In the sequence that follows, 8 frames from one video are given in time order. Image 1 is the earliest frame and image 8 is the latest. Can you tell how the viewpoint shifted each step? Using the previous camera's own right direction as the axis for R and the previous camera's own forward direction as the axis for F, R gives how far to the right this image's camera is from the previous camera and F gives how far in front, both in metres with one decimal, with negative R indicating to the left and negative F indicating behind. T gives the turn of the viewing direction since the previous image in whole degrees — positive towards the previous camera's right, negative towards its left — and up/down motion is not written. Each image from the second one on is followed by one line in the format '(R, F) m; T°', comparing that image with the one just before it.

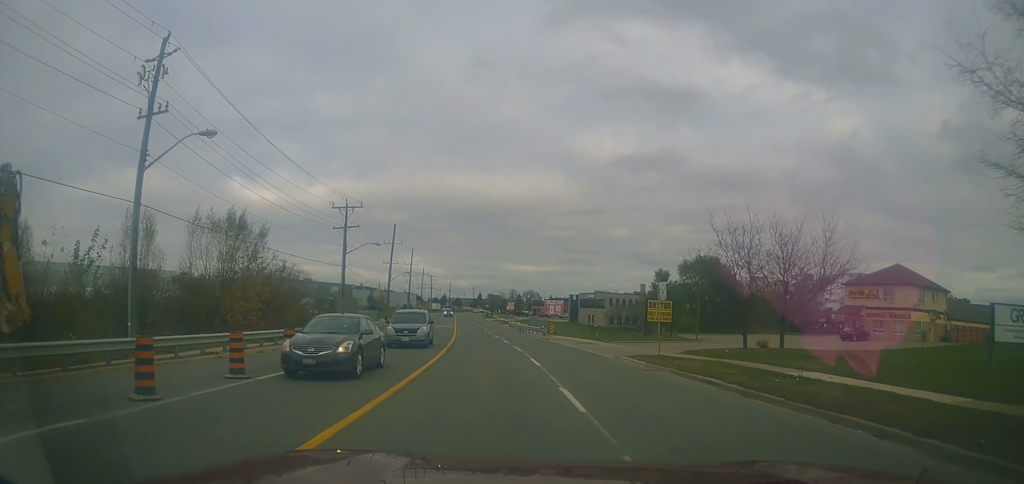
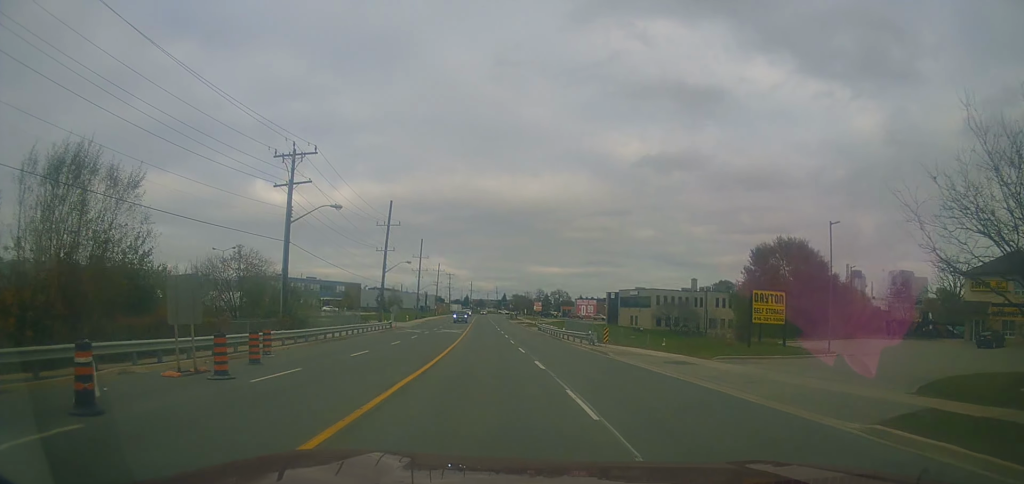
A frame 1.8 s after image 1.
(0.0, +18.1) m; -2°
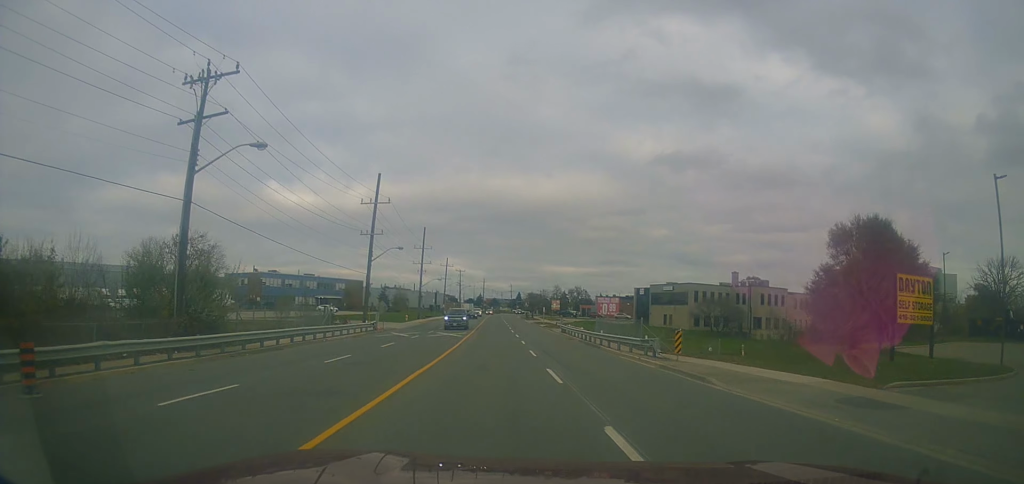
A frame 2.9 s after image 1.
(-0.5, +12.6) m; -3°
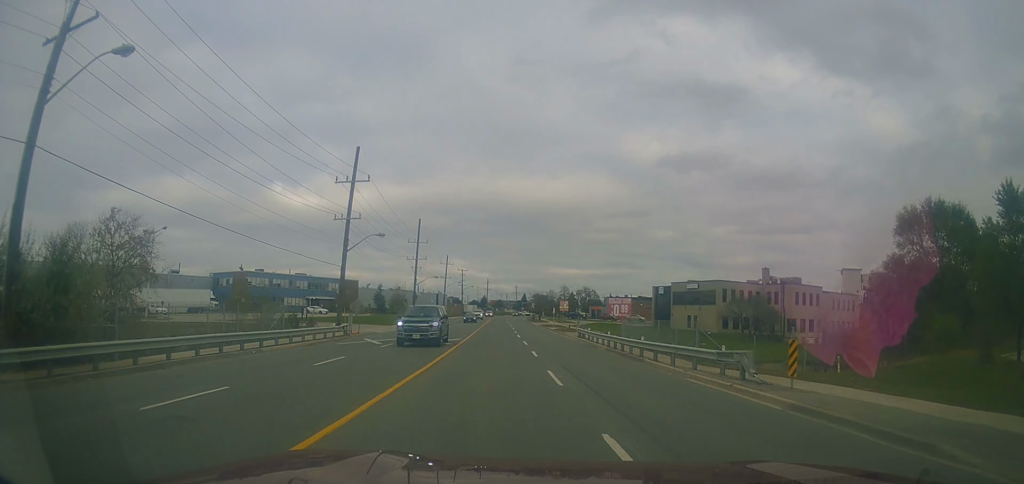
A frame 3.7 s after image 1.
(-0.1, +9.3) m; -1°
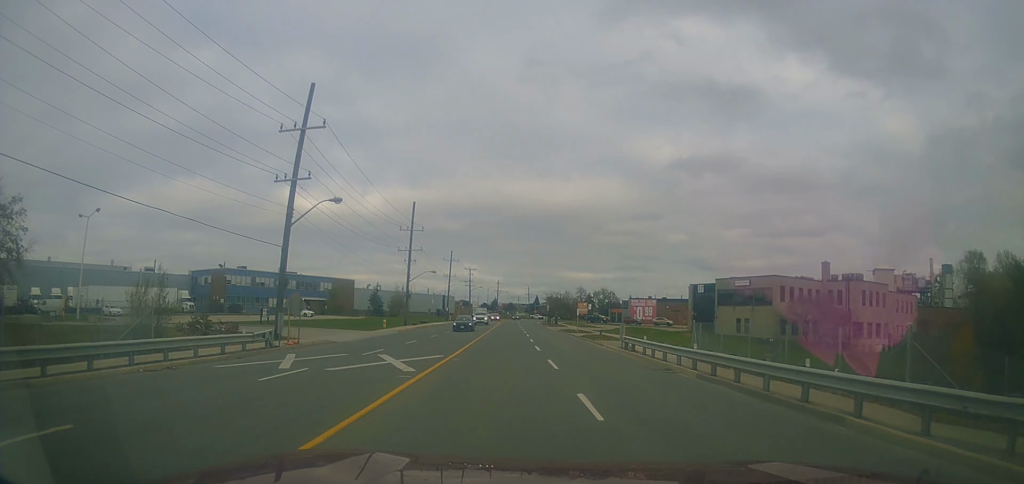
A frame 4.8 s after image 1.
(-0.1, +13.4) m; 0°
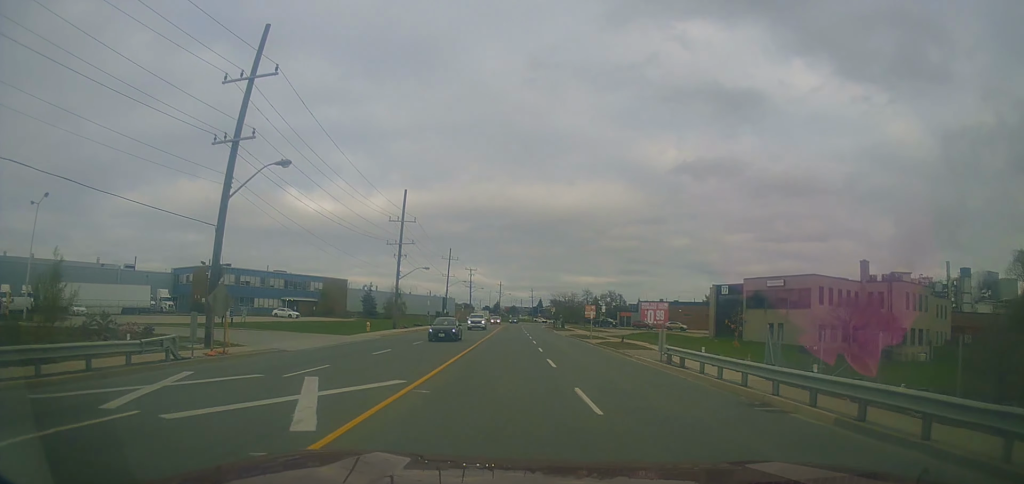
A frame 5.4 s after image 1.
(-0.1, +7.6) m; +1°
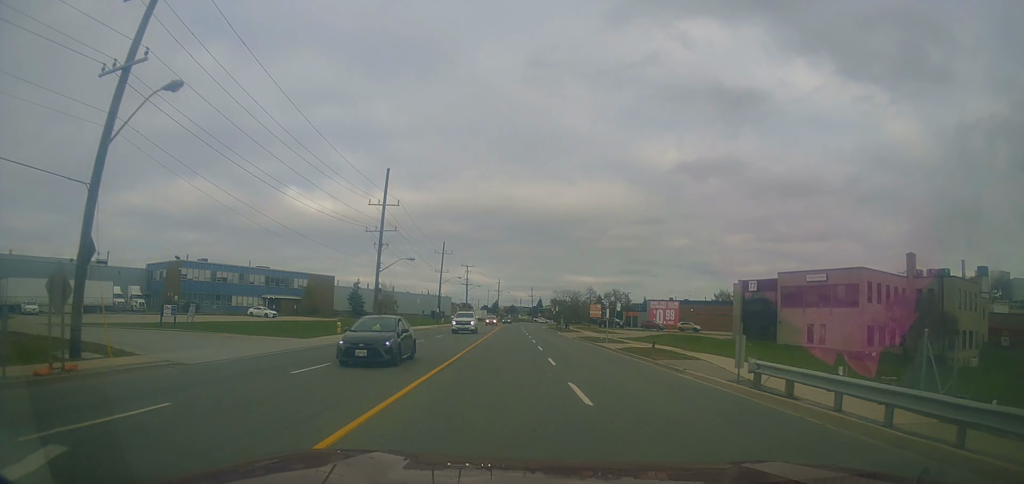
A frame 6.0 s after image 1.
(+0.2, +8.3) m; -1°
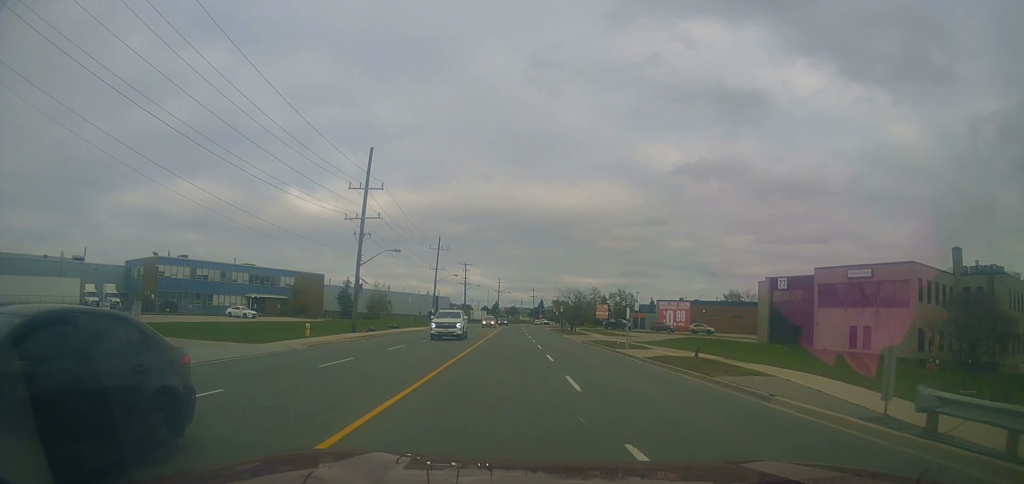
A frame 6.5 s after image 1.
(+0.1, +6.6) m; 0°
